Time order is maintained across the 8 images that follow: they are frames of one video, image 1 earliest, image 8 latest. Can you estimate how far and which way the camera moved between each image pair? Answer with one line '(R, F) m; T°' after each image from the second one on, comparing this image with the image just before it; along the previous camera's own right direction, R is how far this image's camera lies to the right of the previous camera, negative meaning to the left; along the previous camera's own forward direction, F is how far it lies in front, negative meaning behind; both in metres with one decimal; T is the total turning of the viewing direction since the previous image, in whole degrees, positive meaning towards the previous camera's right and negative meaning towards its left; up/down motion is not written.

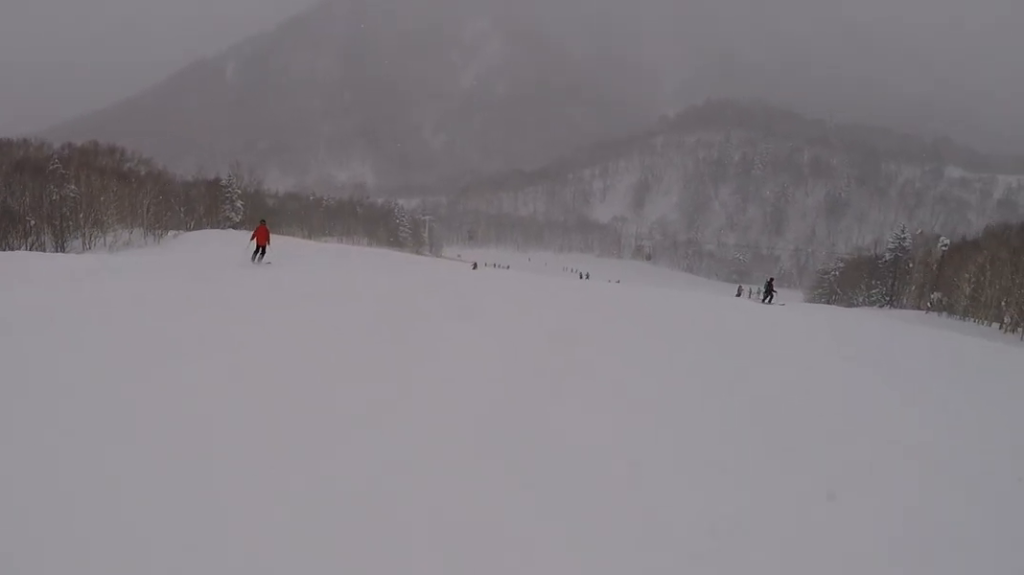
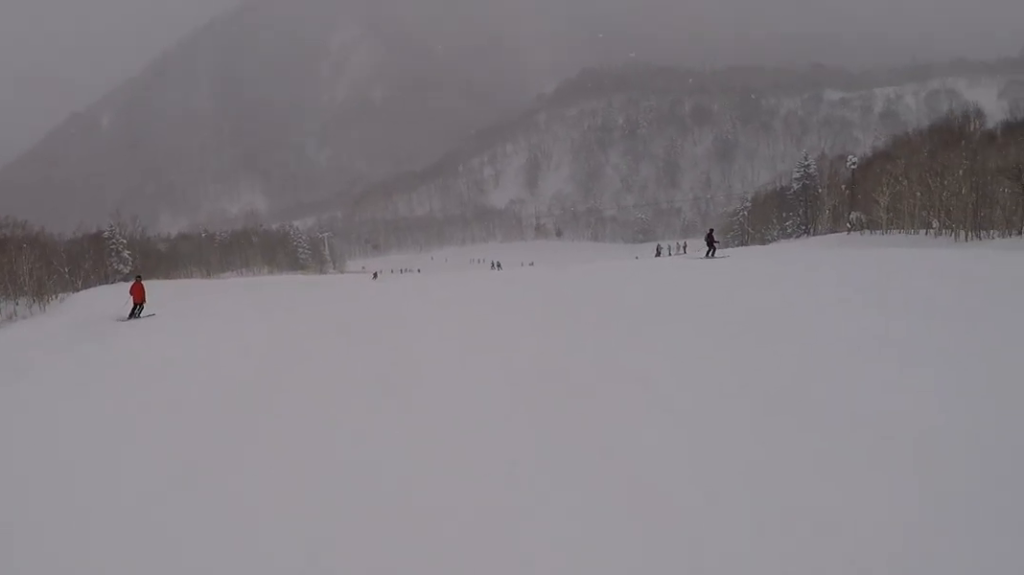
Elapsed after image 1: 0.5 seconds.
(+0.3, +4.5) m; +3°
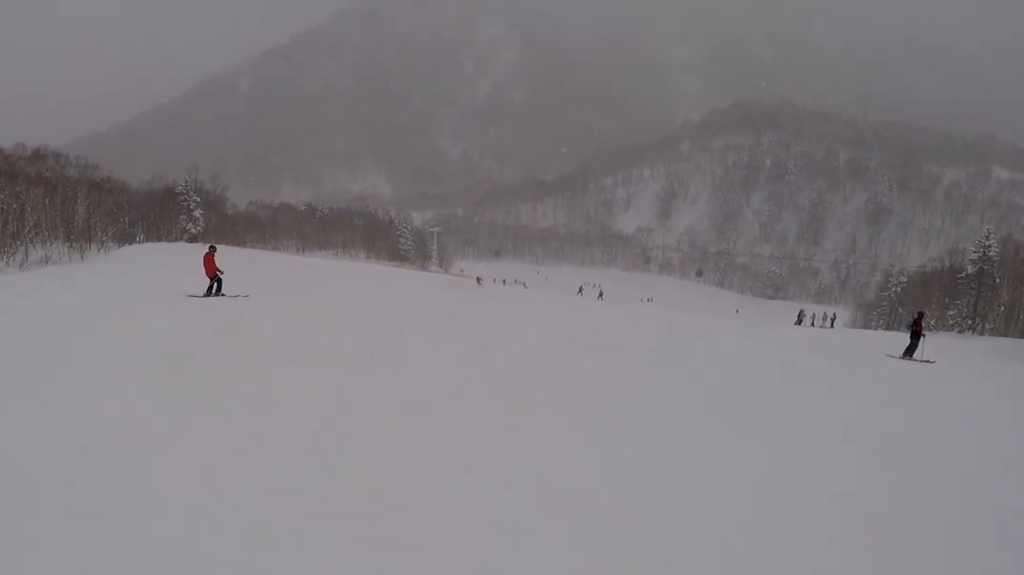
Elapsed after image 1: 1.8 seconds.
(+0.8, +12.9) m; +1°
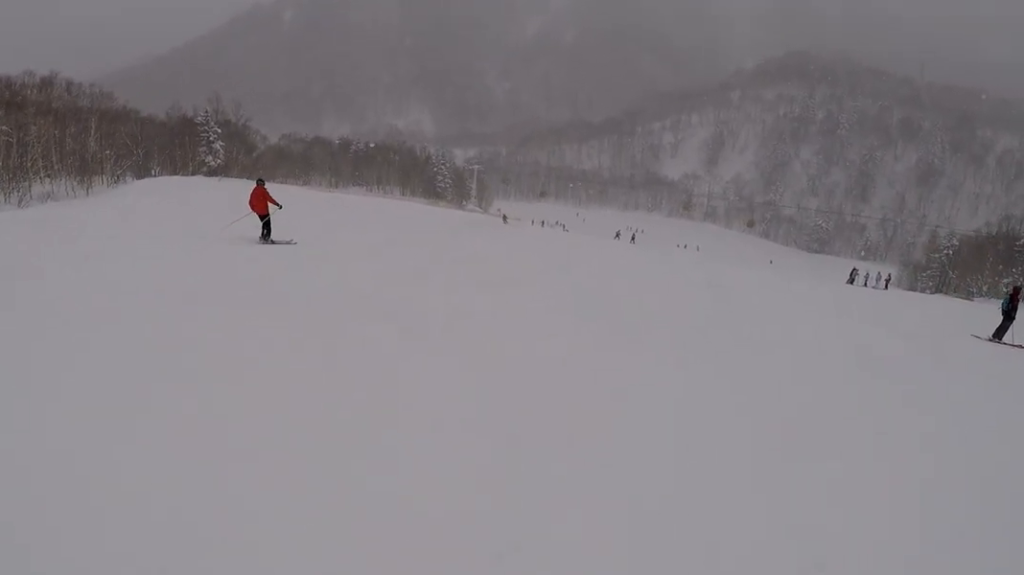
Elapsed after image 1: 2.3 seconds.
(-0.2, +4.7) m; -1°
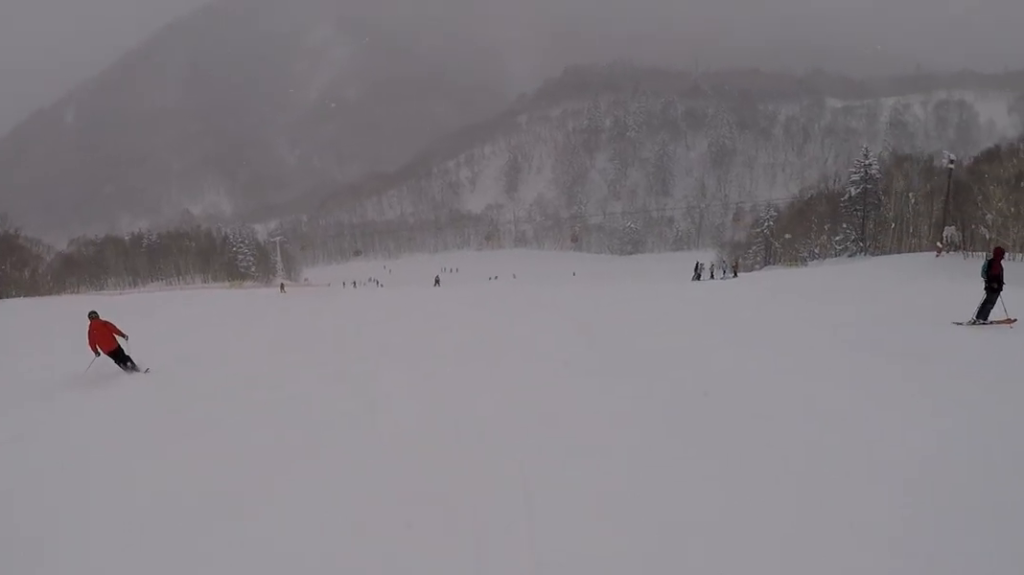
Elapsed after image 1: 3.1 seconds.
(-0.1, +7.3) m; +9°
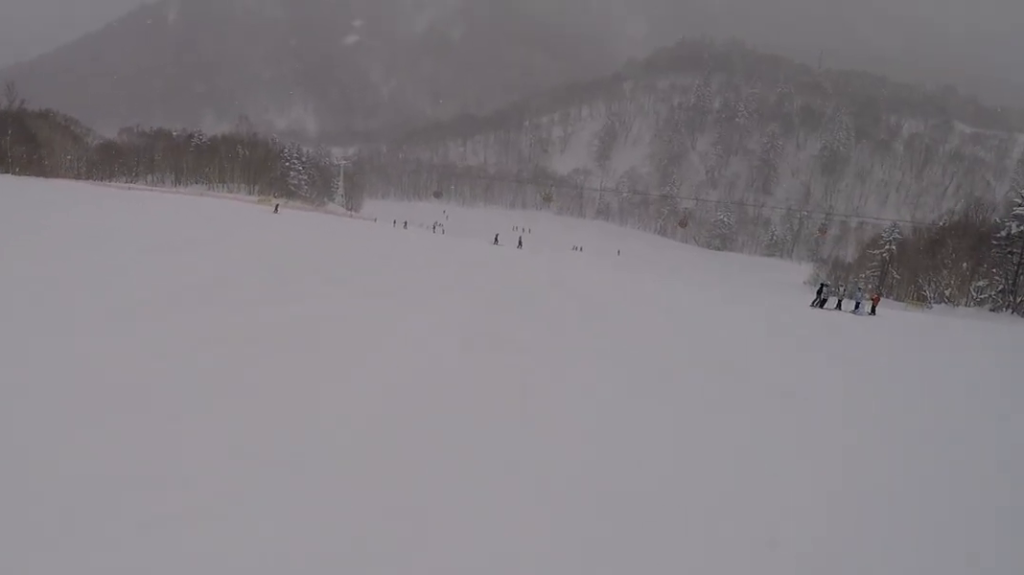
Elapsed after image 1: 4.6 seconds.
(+0.2, +14.0) m; -12°
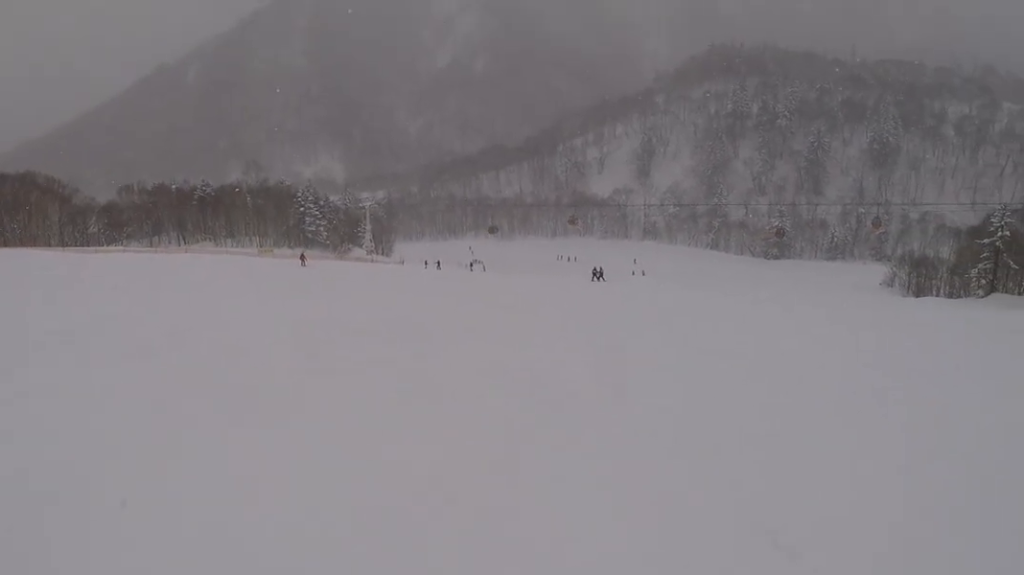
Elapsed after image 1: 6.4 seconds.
(-1.9, +15.6) m; +4°
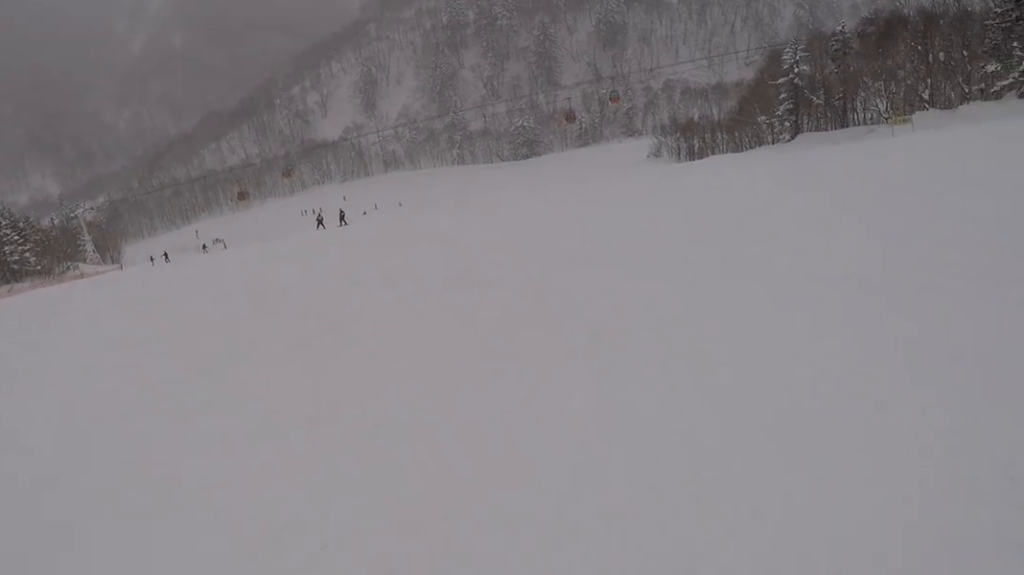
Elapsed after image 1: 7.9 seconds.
(+2.5, +13.5) m; +11°
